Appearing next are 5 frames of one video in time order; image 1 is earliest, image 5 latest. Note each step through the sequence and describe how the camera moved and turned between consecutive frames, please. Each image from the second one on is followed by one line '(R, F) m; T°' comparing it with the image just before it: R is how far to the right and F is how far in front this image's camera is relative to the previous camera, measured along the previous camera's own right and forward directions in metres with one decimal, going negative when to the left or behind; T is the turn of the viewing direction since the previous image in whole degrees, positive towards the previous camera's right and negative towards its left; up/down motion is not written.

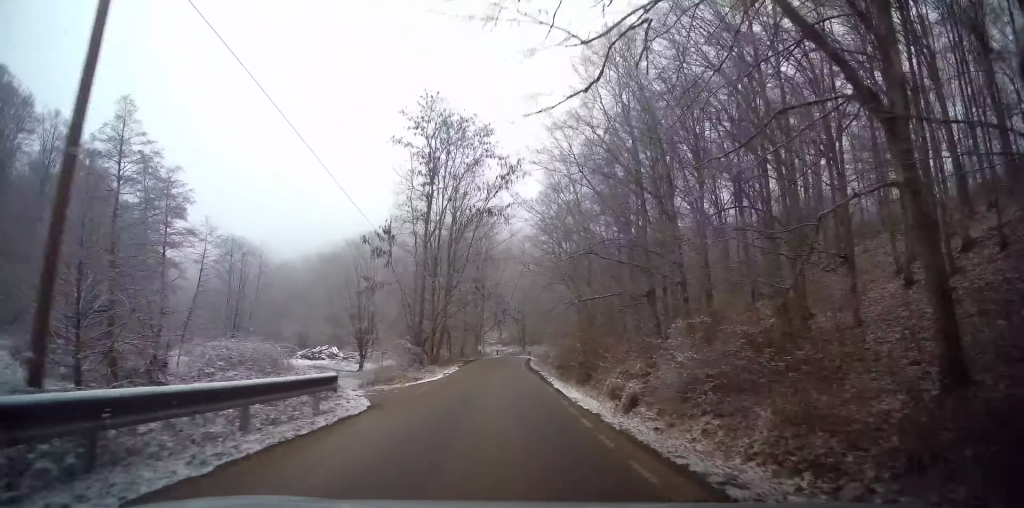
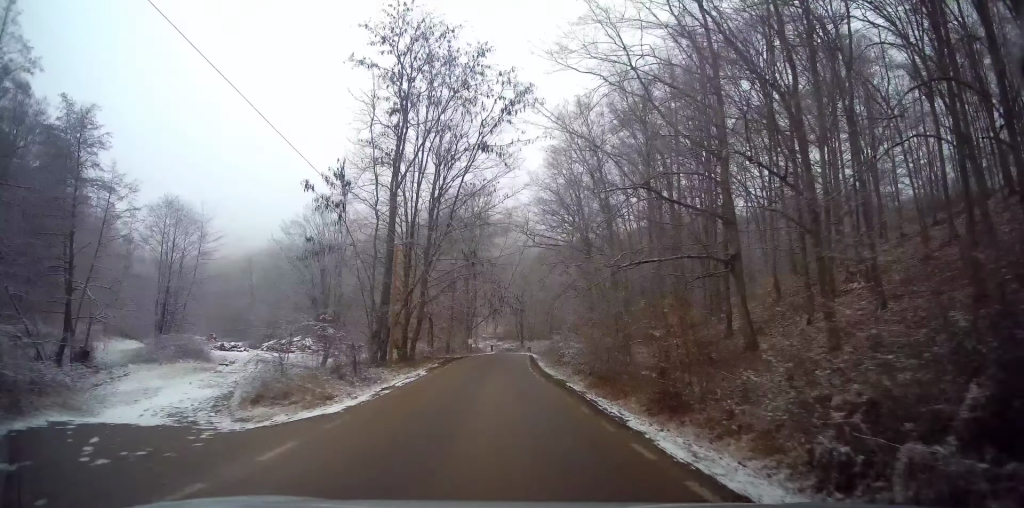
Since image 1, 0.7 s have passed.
(+0.1, +13.1) m; +1°
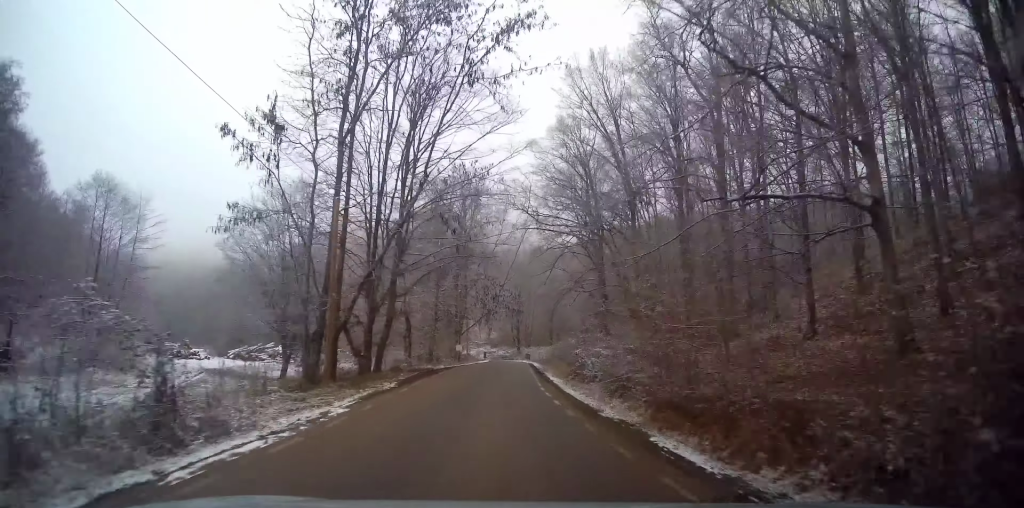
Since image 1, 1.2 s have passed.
(-0.1, +9.8) m; +1°
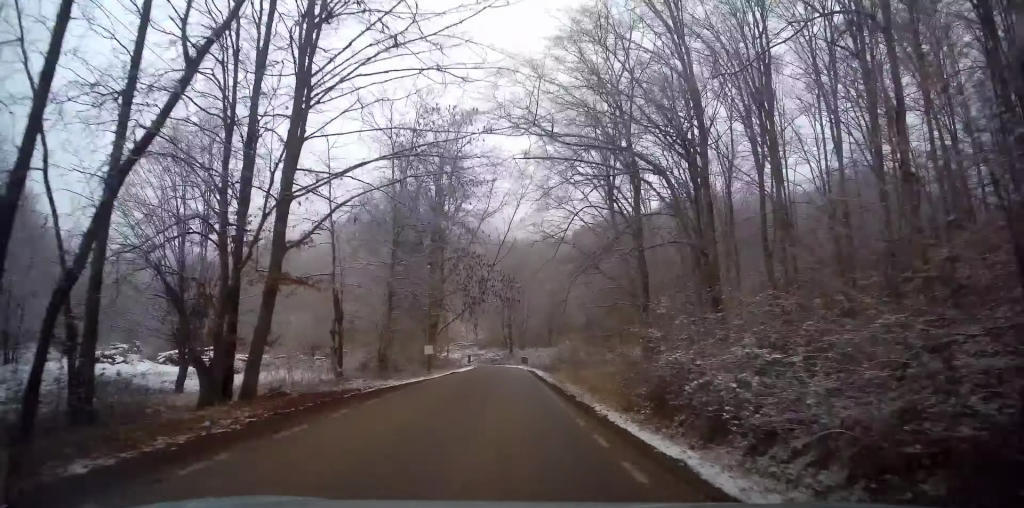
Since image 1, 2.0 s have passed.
(+0.5, +15.5) m; +2°
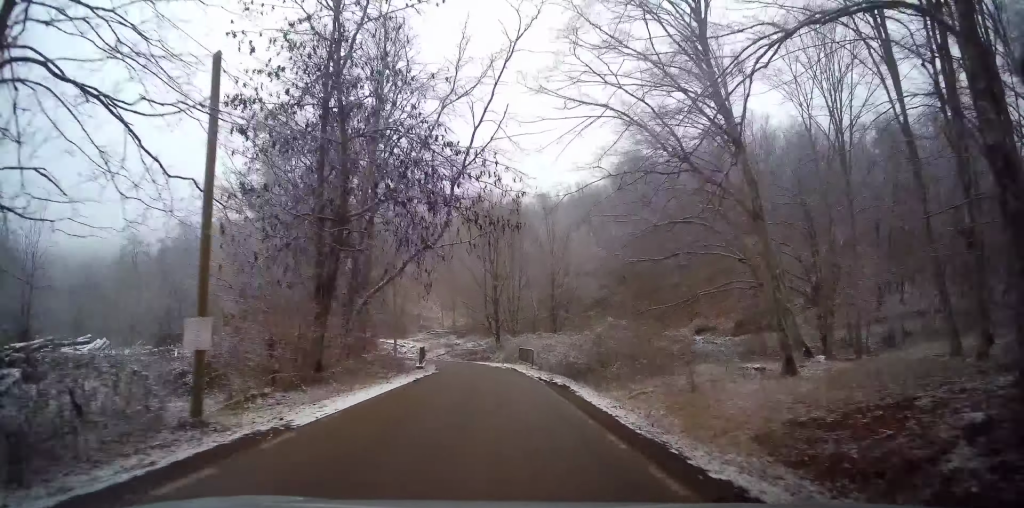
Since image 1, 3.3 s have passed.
(+0.3, +24.6) m; -1°
